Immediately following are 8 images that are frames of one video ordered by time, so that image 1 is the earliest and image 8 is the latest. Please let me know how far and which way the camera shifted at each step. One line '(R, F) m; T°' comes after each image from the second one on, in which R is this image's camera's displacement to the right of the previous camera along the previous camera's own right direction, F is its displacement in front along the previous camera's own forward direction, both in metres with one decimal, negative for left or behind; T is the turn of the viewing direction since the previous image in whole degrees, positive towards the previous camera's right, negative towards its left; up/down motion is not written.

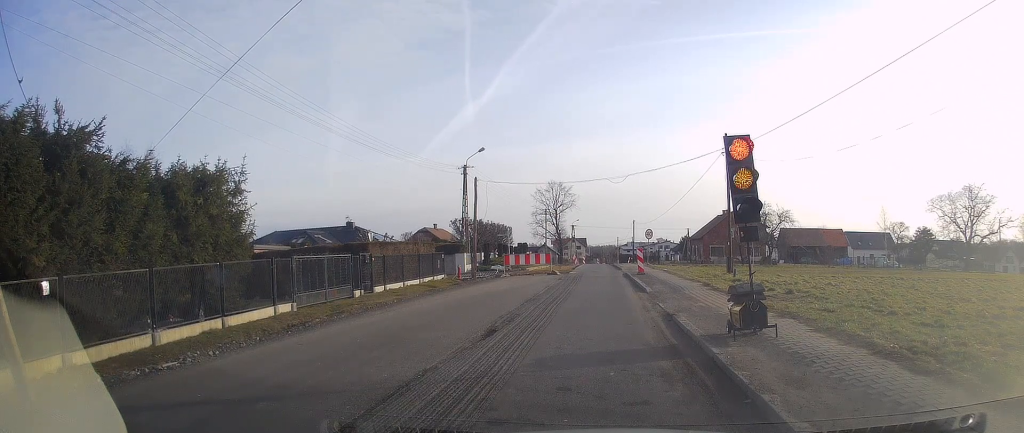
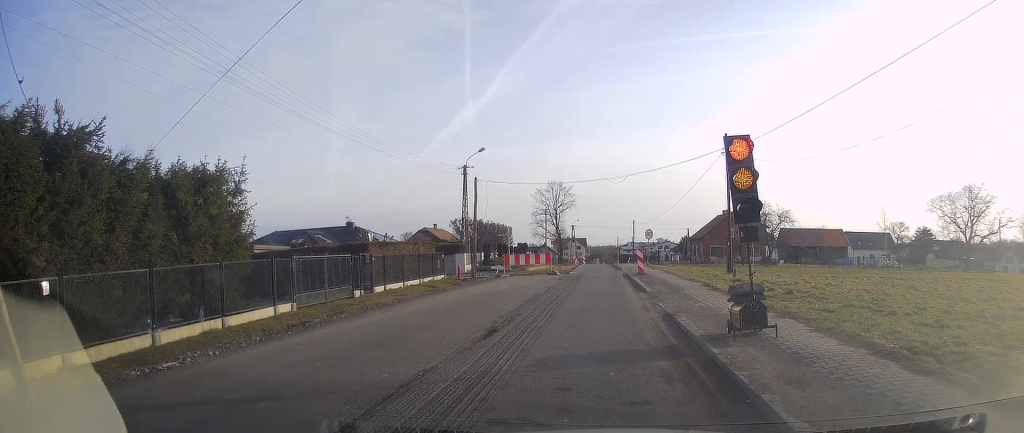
(0.0, 0.0) m; 0°
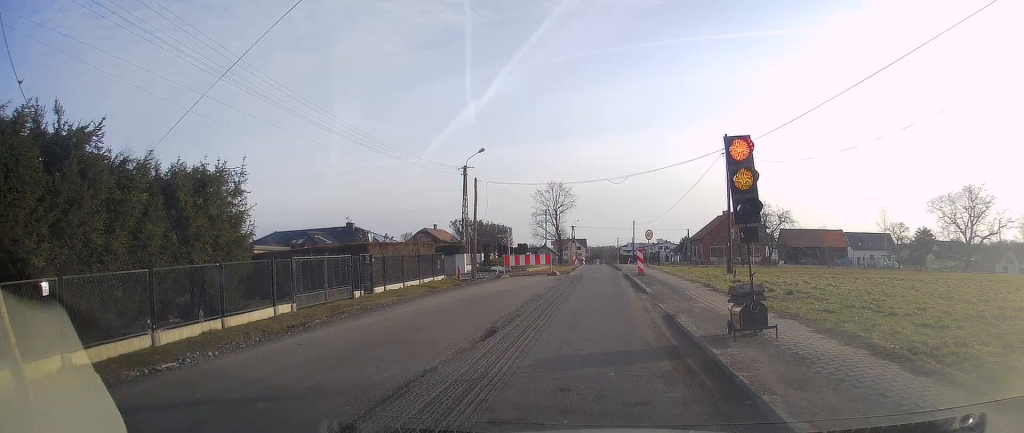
(0.0, 0.0) m; 0°
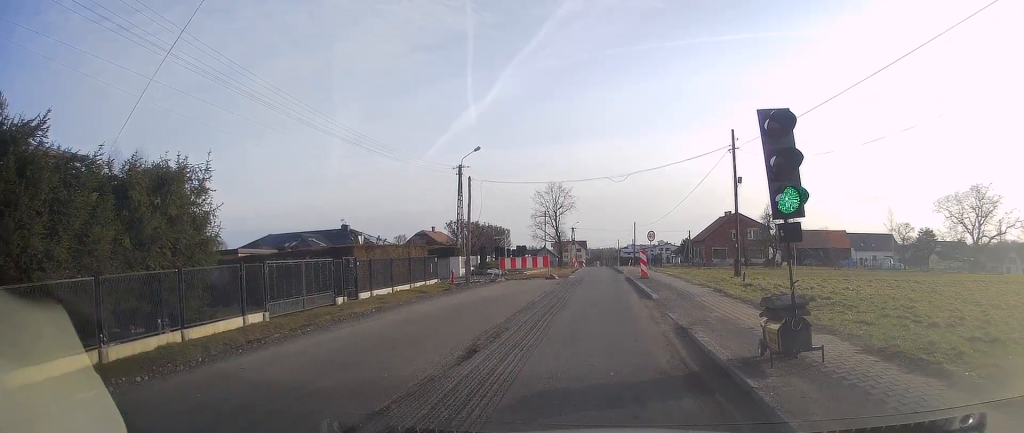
(-0.4, +1.4) m; +2°
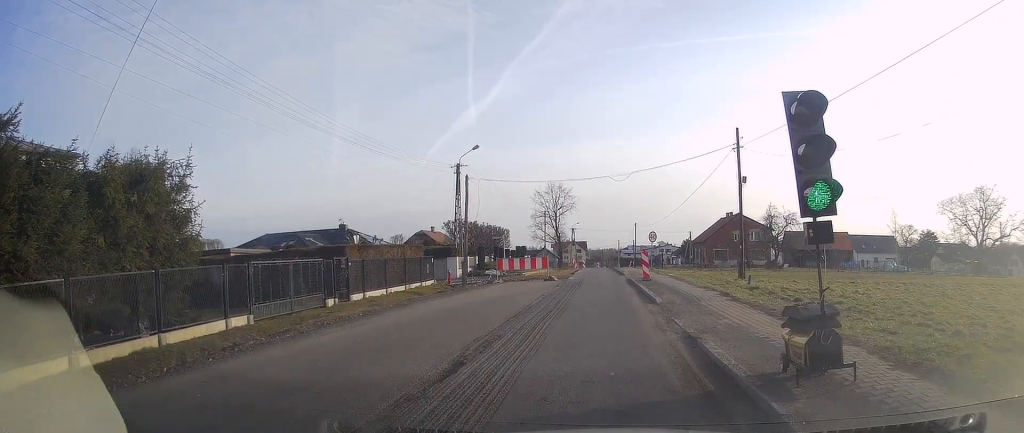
(0.0, +0.7) m; +1°
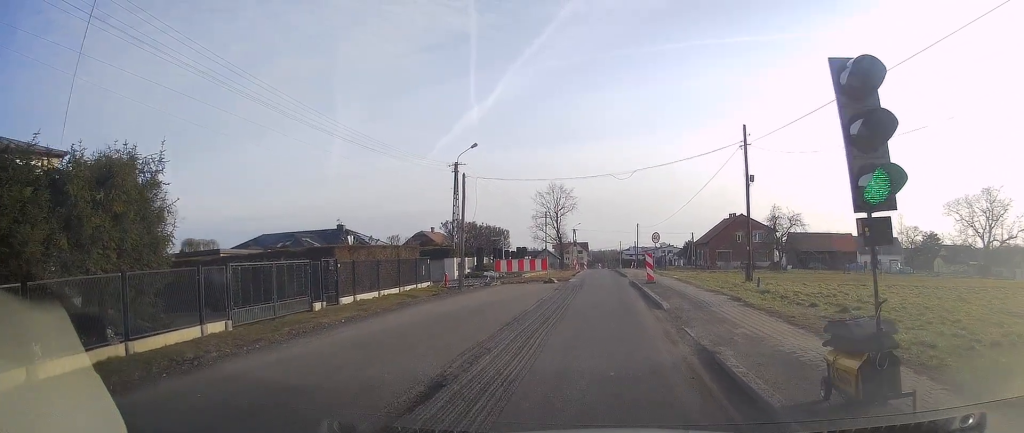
(+0.1, +1.0) m; -1°
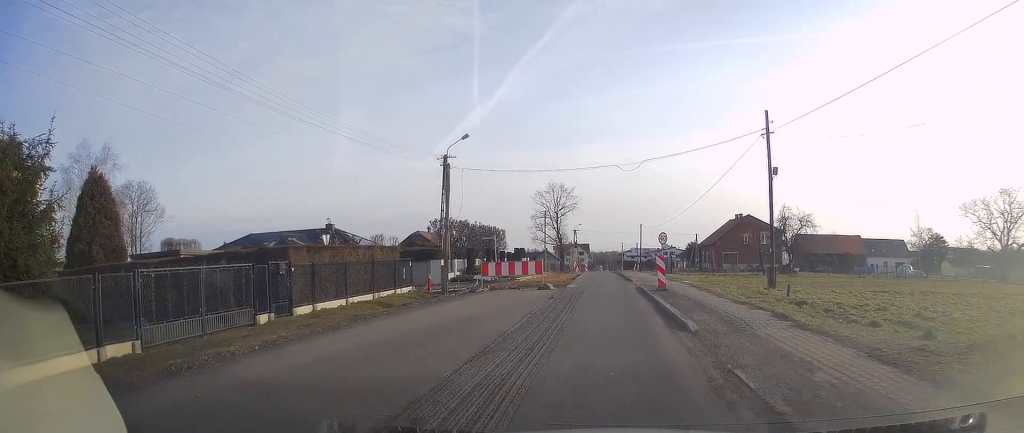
(-0.1, +3.1) m; -4°
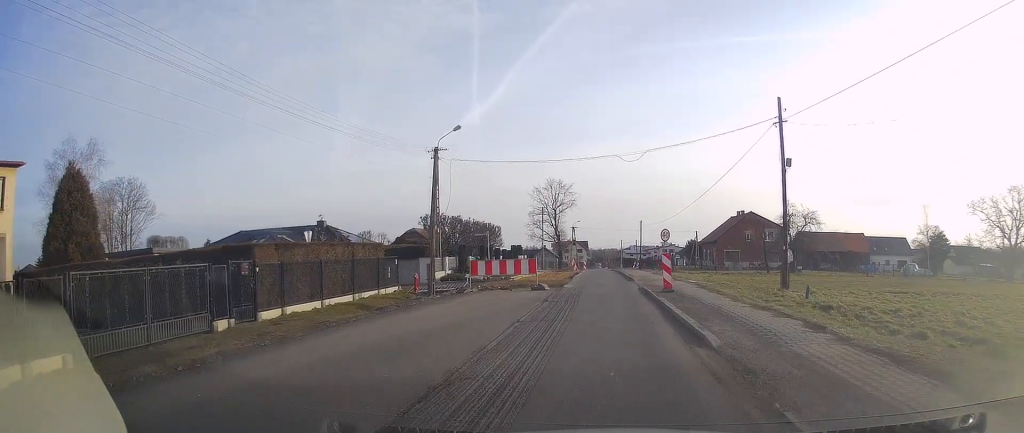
(0.0, +1.6) m; -2°
